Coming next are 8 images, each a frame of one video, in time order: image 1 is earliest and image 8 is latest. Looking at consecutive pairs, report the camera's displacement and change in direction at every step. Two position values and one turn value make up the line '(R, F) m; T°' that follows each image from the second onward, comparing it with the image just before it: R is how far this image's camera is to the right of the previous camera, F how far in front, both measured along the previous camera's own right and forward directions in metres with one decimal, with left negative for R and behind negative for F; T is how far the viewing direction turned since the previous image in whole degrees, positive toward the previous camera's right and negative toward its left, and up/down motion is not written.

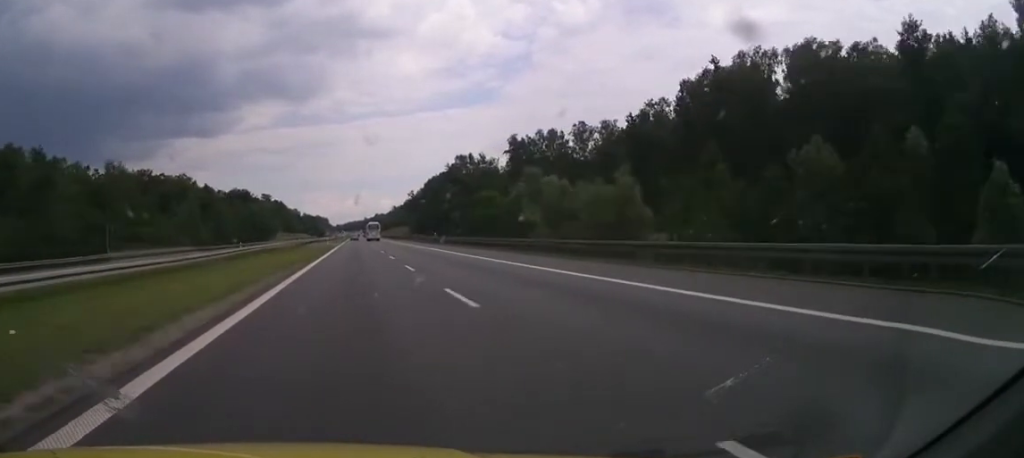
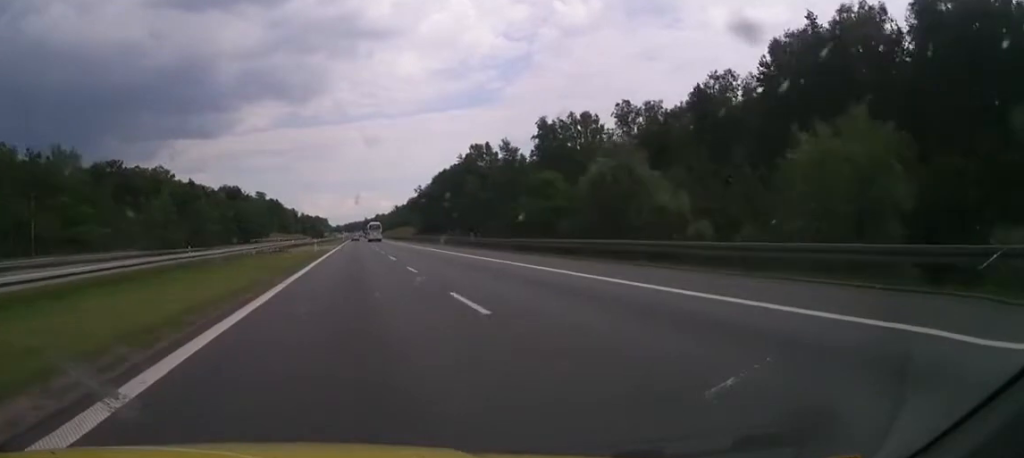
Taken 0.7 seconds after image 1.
(-0.1, +24.9) m; 0°
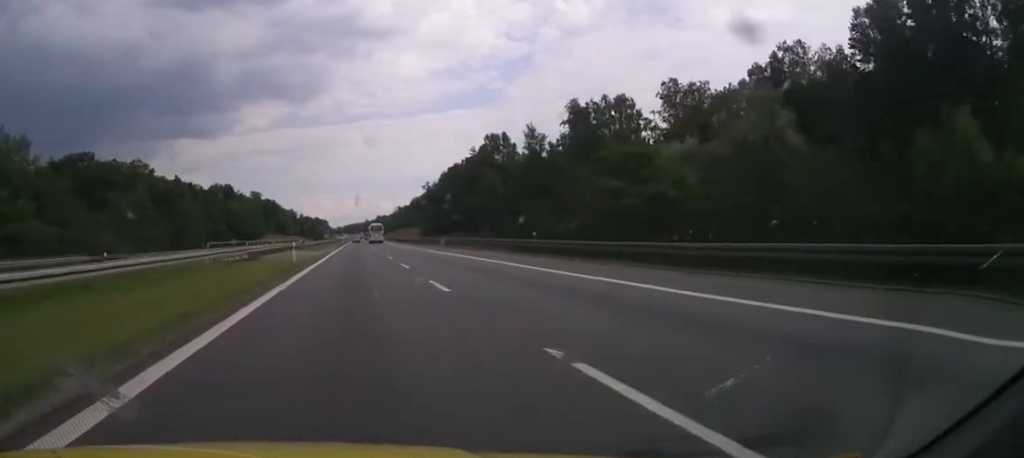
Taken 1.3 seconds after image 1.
(+0.1, +19.3) m; 0°
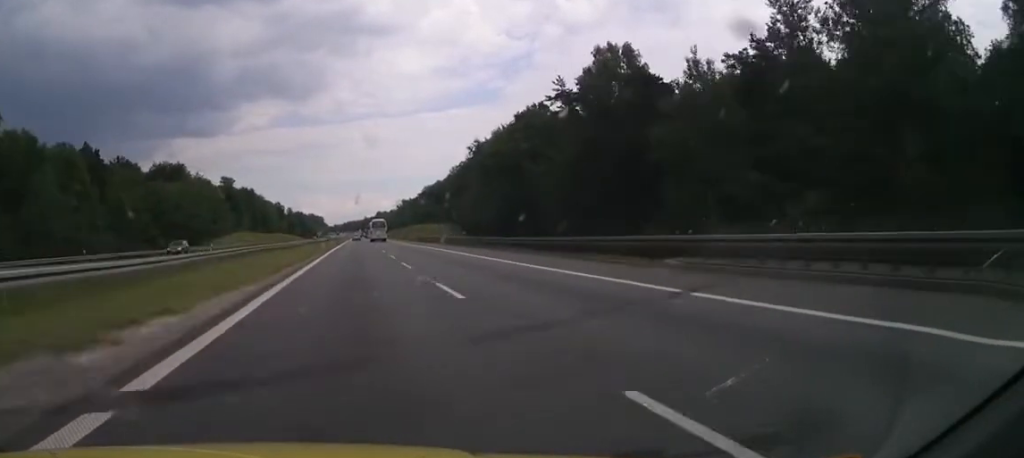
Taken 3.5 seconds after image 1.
(+0.1, +73.4) m; 0°
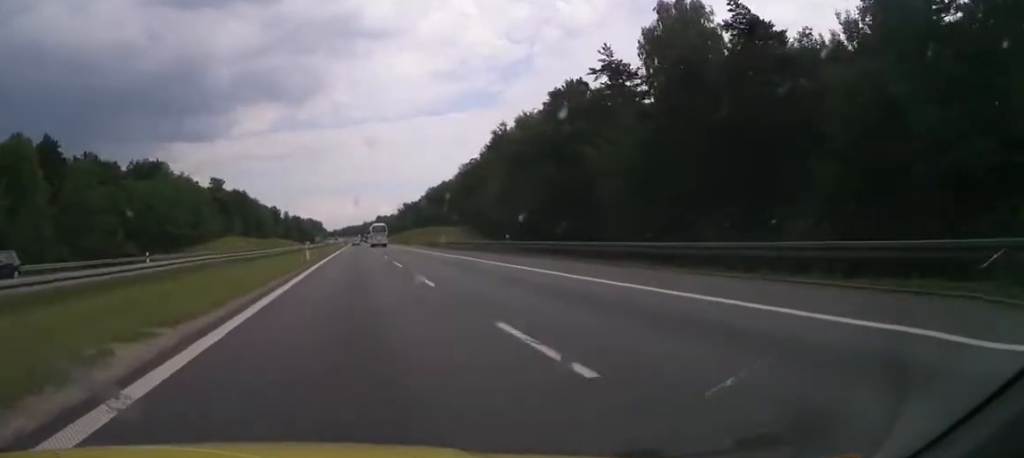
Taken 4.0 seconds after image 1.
(+0.1, +19.1) m; 0°
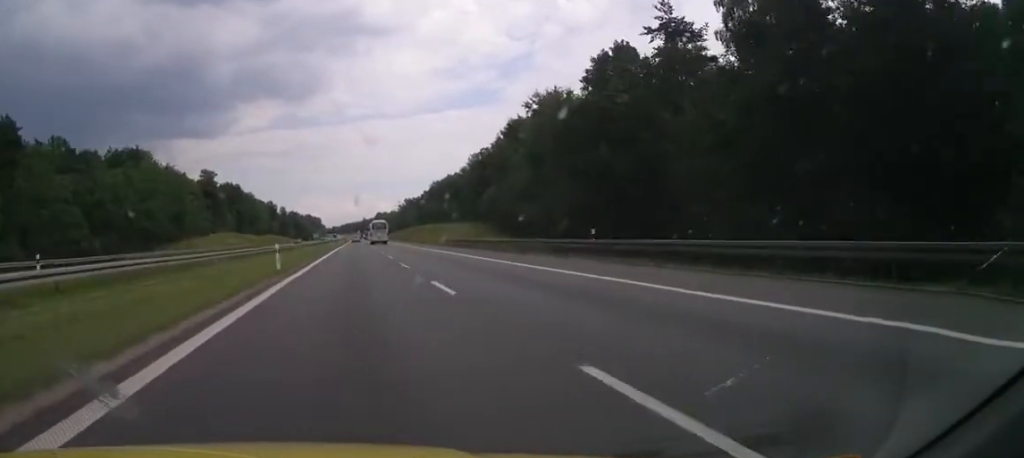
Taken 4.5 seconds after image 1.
(0.0, +15.7) m; 0°
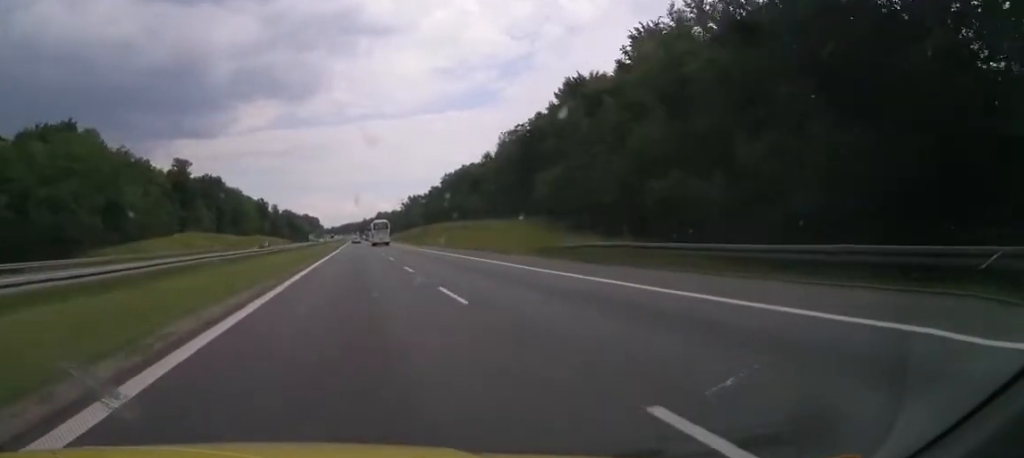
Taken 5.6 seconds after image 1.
(+0.3, +37.1) m; 0°
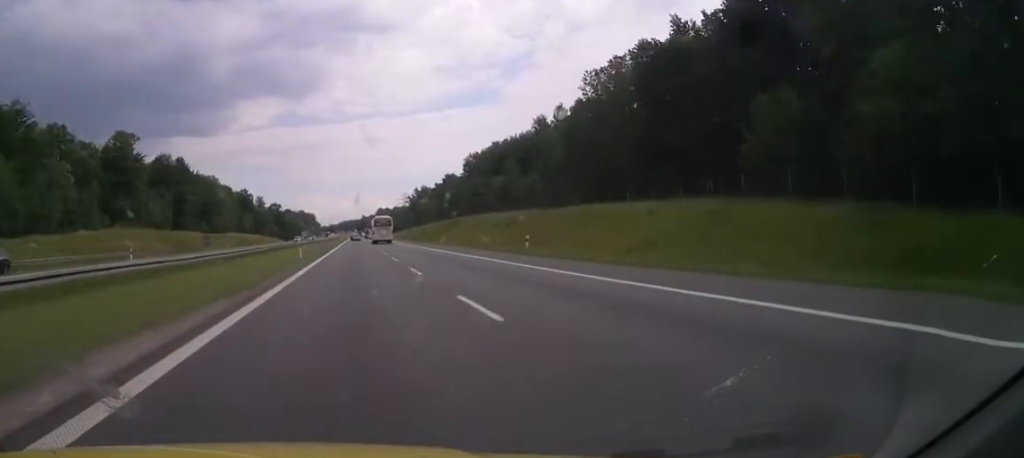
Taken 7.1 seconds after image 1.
(-0.6, +50.5) m; 0°
